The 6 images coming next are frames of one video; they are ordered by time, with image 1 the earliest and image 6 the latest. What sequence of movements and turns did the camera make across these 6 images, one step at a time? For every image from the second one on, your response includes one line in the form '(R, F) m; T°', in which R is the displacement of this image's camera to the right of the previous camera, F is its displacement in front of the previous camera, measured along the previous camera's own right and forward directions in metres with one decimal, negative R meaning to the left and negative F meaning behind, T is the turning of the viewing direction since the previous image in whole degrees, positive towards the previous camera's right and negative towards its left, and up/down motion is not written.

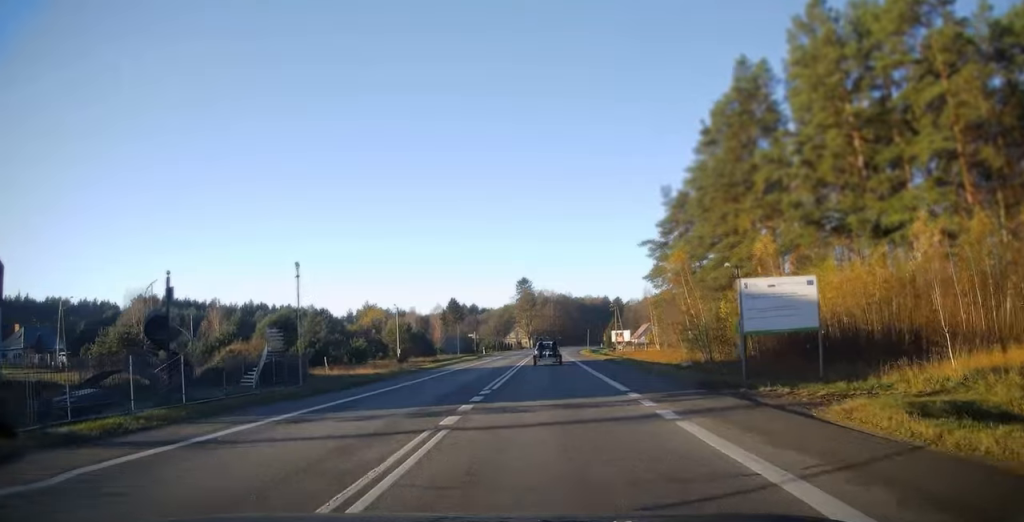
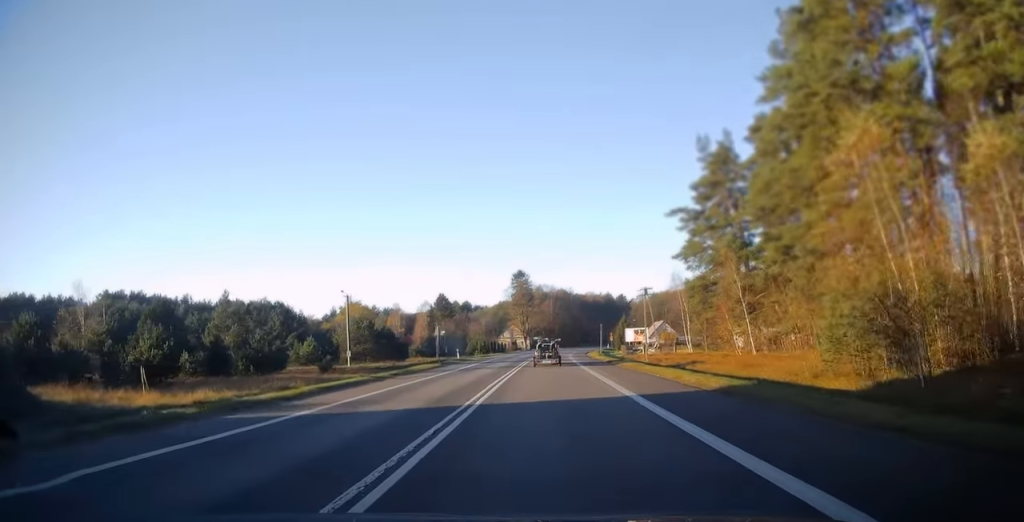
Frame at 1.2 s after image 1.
(+0.2, +23.9) m; +1°
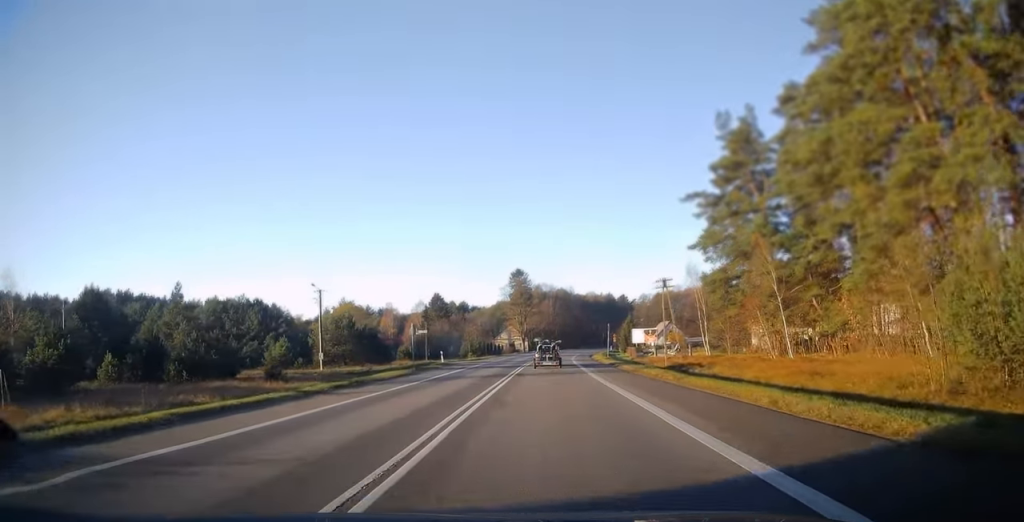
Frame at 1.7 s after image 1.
(+0.2, +8.8) m; 0°
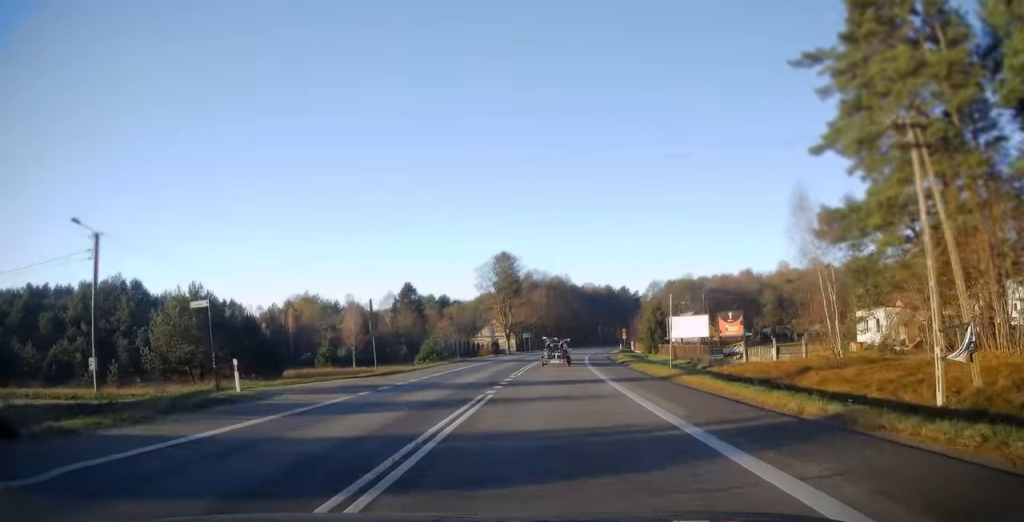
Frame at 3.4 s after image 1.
(-0.3, +33.7) m; 0°
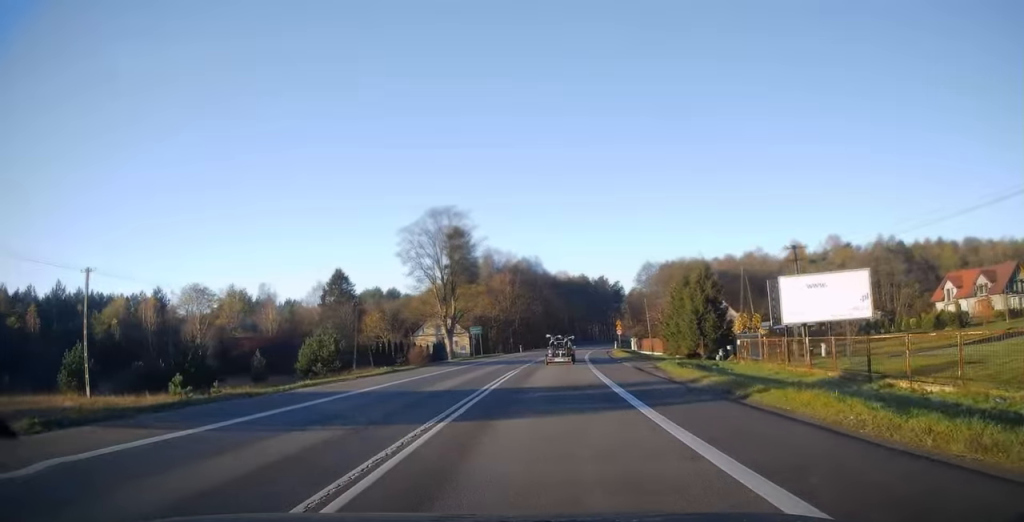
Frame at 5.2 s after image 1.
(+1.0, +36.4) m; +3°
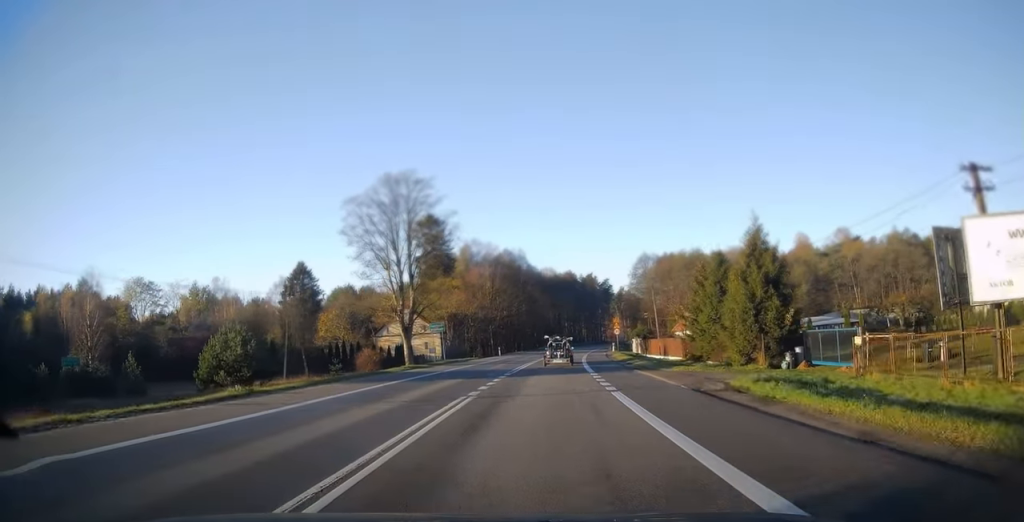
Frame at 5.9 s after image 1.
(0.0, +14.8) m; +1°
